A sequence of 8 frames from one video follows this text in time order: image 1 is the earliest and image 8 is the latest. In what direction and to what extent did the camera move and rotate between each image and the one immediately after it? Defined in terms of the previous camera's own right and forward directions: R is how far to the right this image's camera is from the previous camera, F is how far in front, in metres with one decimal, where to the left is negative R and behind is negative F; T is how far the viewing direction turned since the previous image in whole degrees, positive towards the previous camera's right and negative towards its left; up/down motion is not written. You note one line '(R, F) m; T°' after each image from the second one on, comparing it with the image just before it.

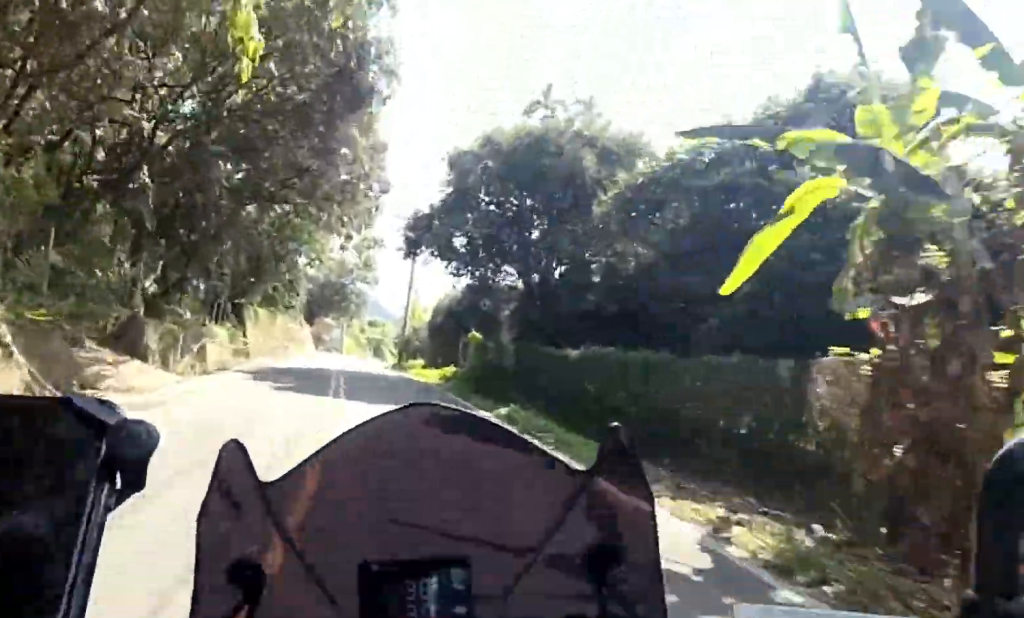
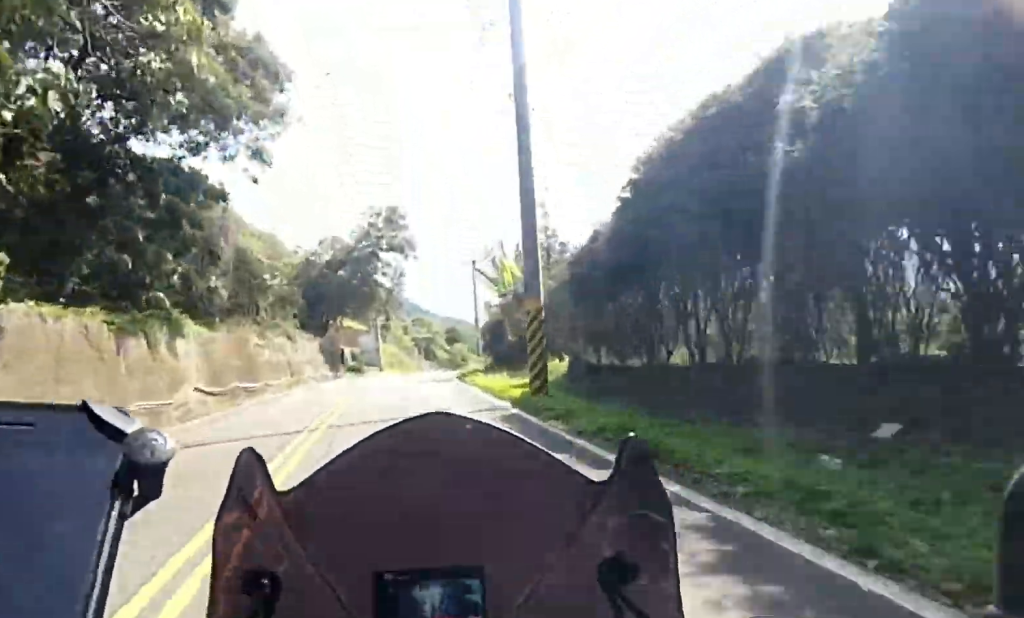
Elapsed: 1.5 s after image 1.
(-0.1, +26.9) m; -1°
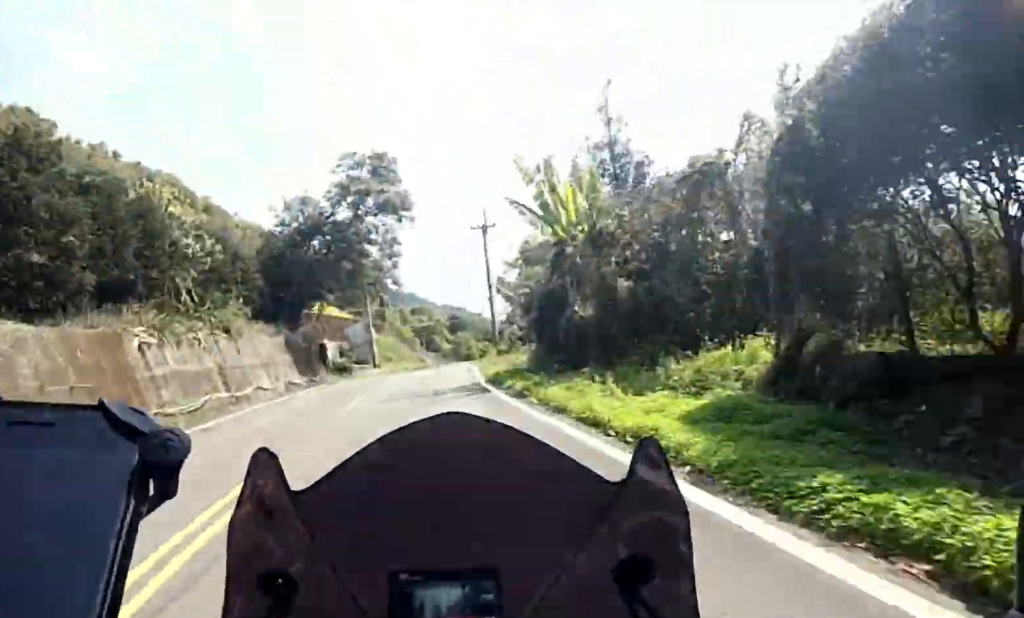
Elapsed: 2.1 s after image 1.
(0.0, +10.2) m; 0°
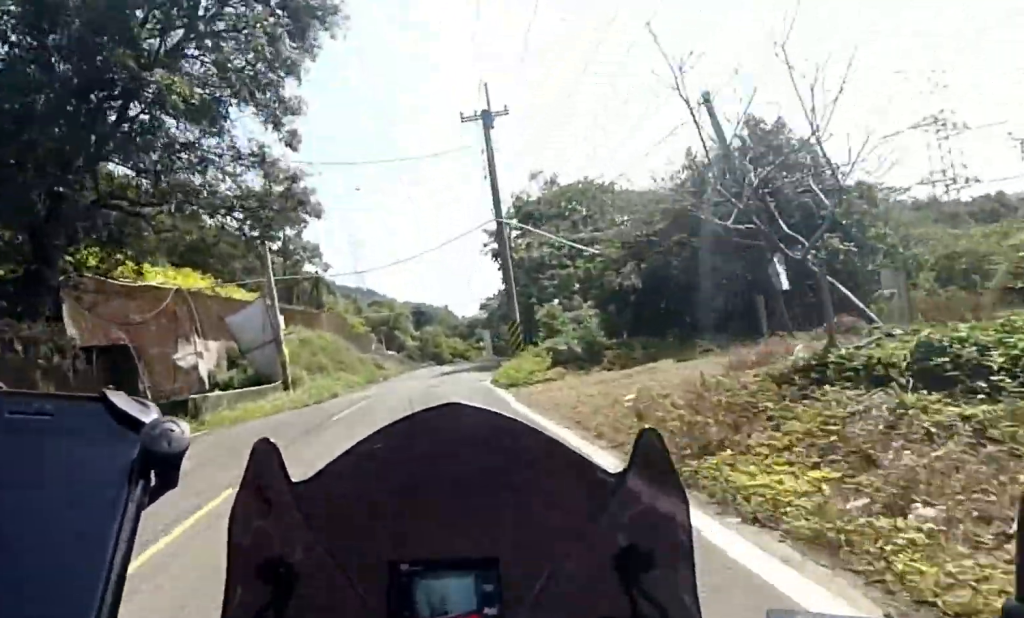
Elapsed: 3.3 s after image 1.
(0.0, +21.6) m; +4°
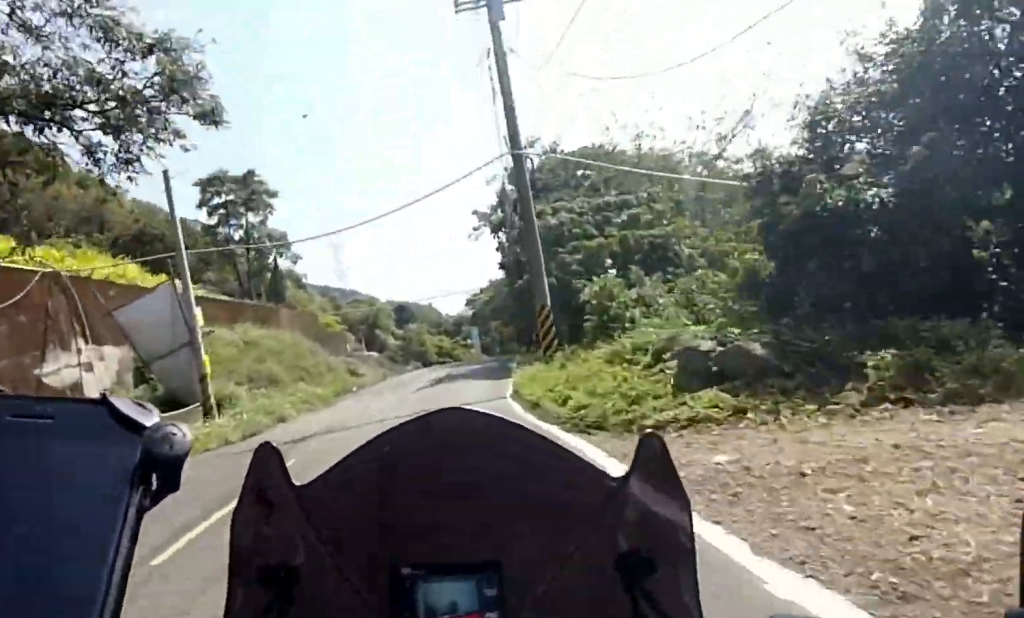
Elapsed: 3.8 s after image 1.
(0.0, +7.6) m; +2°
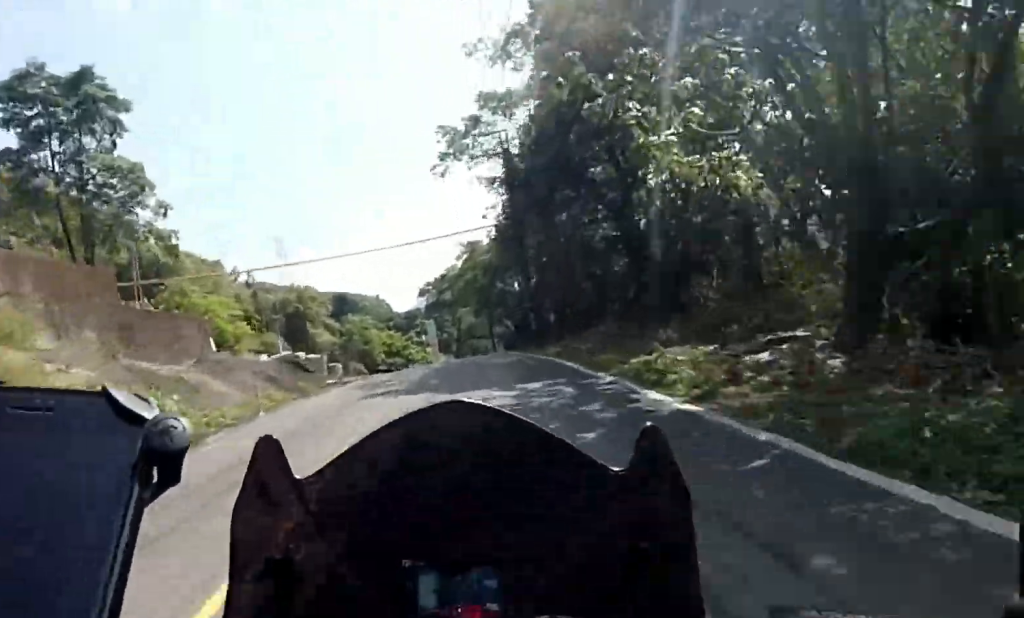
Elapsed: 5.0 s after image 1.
(+1.5, +20.3) m; +4°
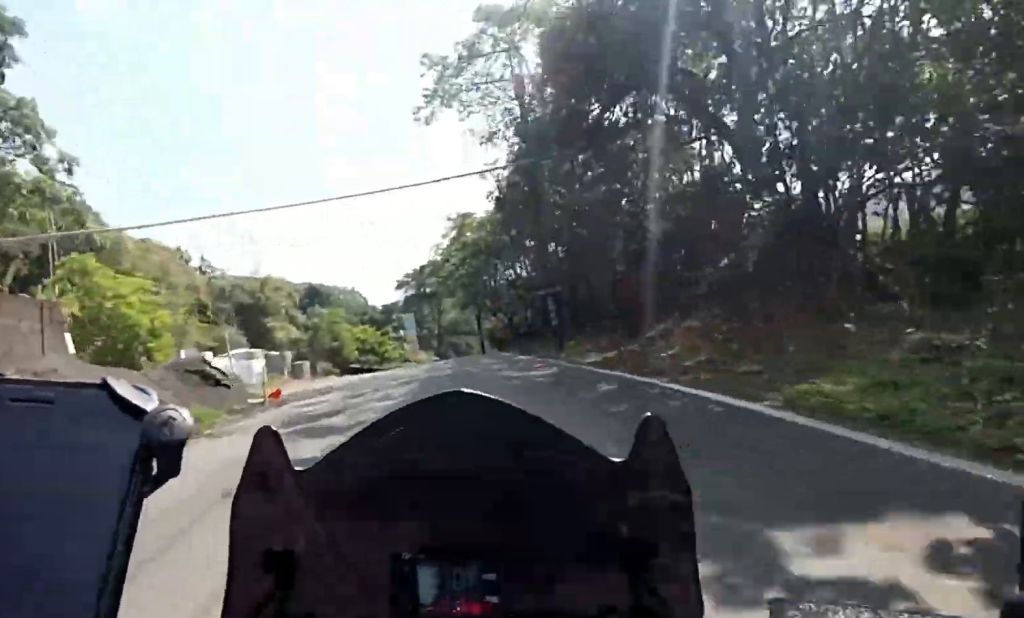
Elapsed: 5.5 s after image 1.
(0.0, +8.0) m; 0°
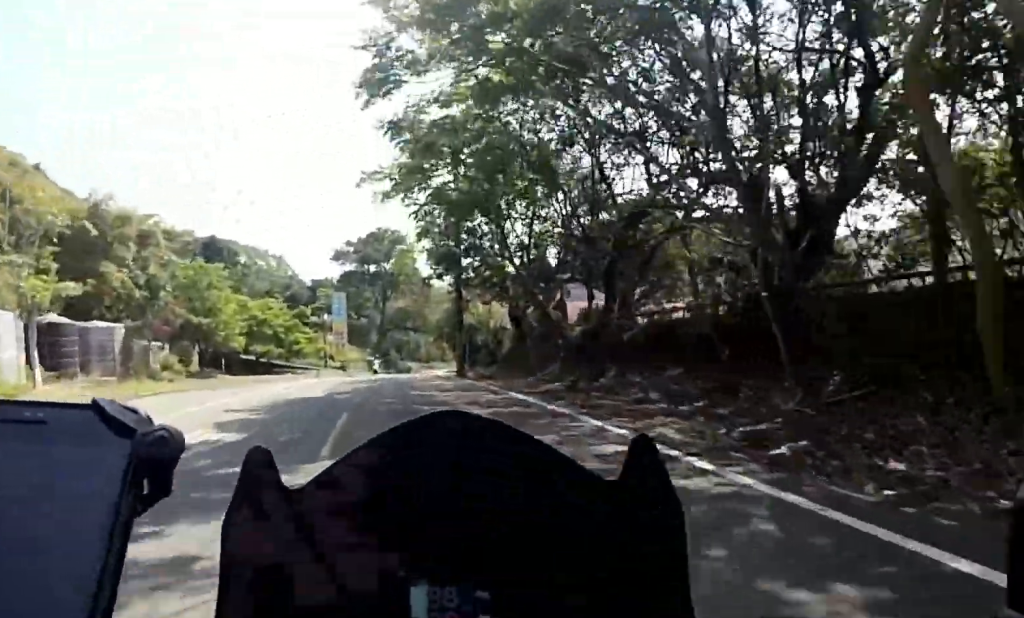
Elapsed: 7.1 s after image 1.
(0.0, +25.8) m; 0°
